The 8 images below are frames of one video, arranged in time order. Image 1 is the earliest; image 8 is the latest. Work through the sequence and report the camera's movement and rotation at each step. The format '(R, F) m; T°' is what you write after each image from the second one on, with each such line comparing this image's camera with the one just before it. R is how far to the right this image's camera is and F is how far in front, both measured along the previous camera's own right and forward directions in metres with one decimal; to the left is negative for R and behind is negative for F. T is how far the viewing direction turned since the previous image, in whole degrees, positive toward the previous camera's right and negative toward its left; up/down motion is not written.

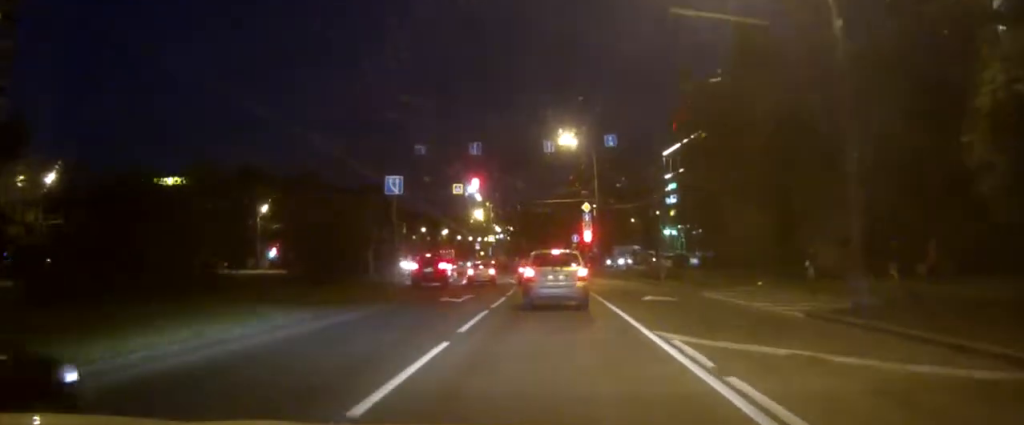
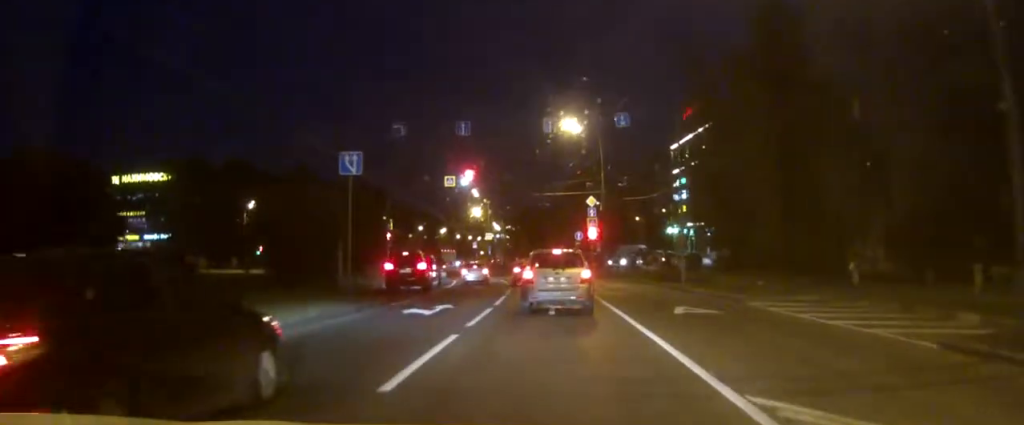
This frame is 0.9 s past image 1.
(0.0, +7.0) m; 0°
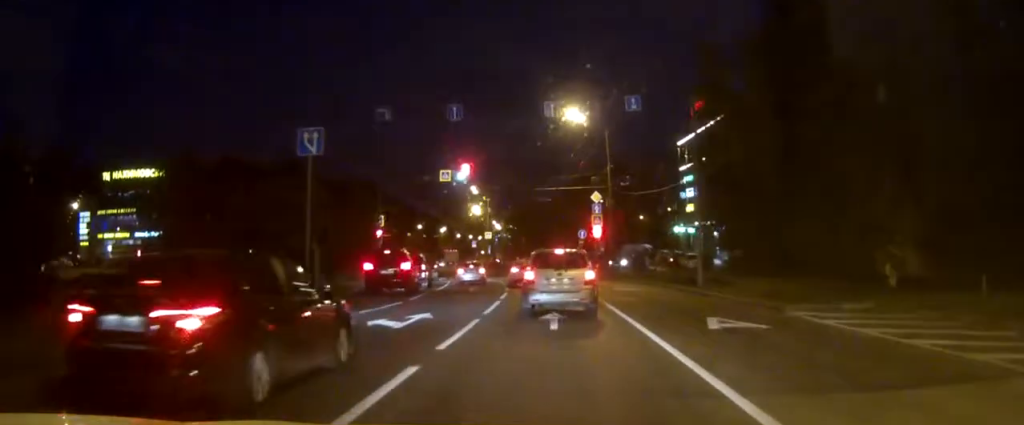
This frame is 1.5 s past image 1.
(0.0, +4.5) m; 0°
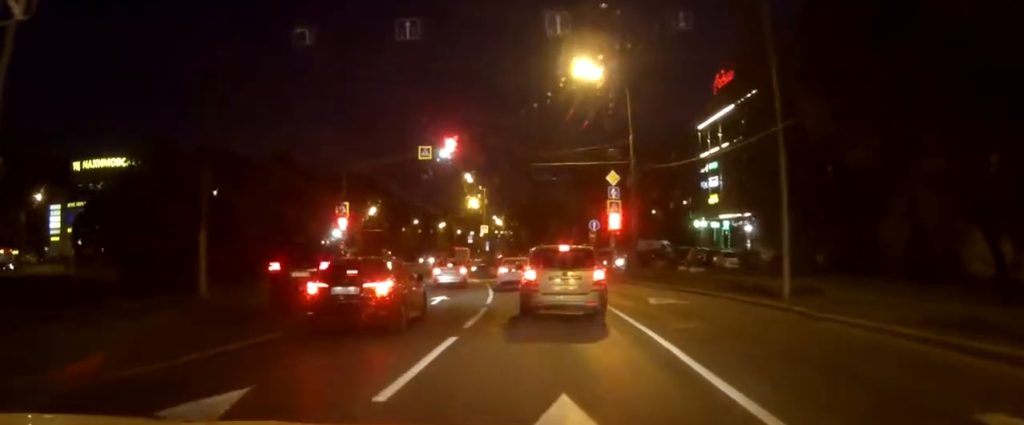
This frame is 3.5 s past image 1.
(+0.1, +13.2) m; +1°
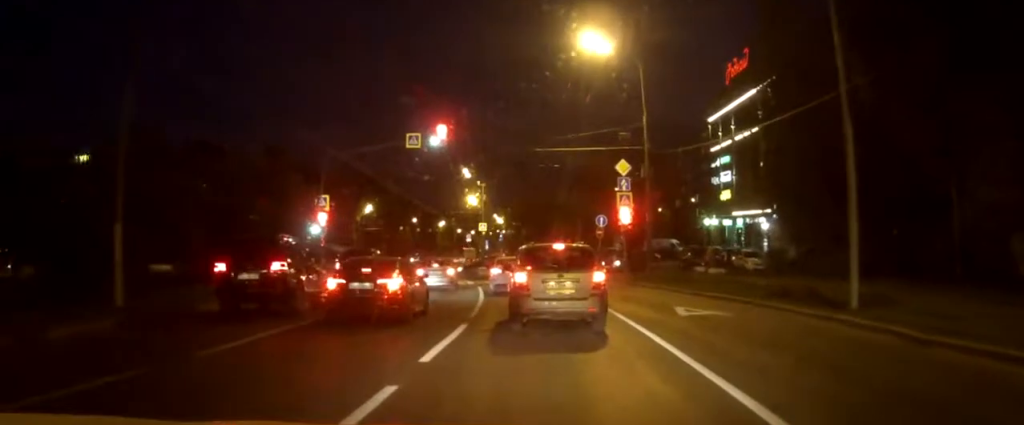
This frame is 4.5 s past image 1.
(0.0, +5.4) m; 0°
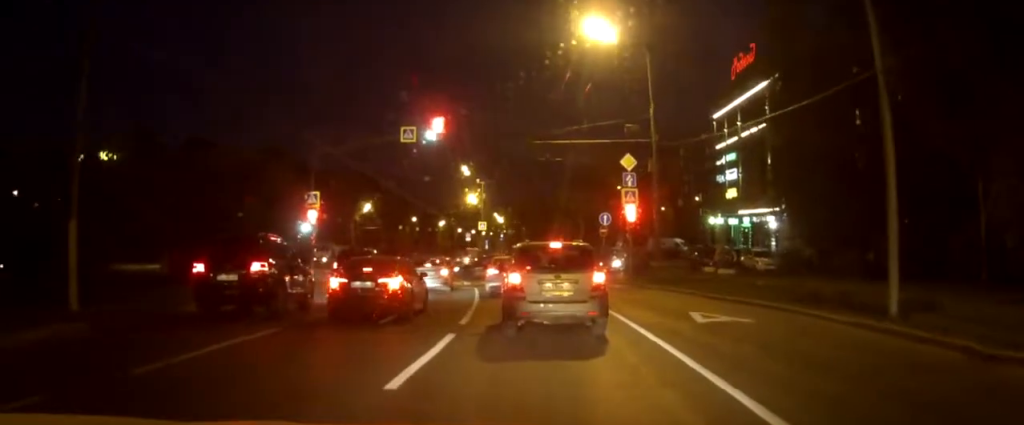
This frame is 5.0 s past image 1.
(0.0, +2.3) m; 0°
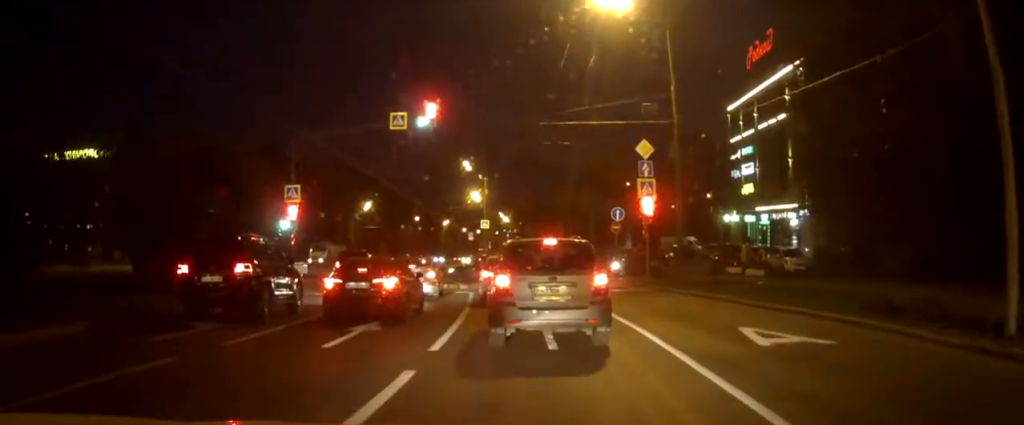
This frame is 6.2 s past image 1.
(0.0, +5.2) m; +1°
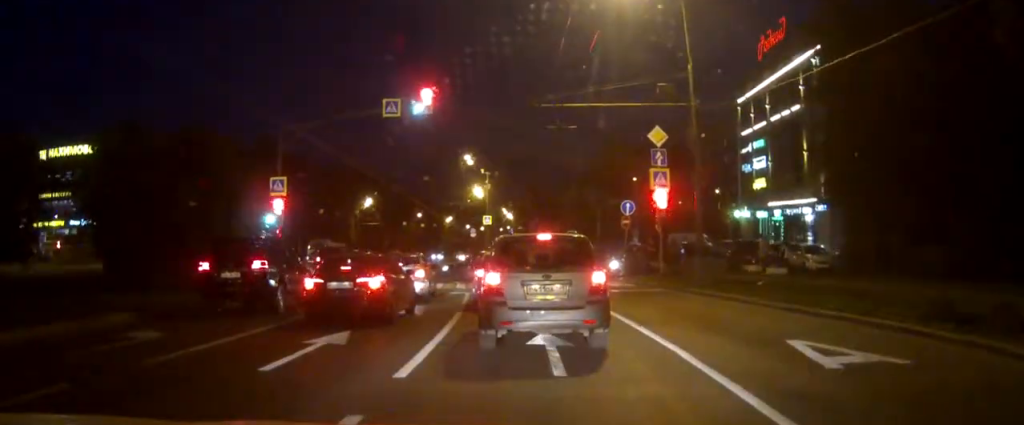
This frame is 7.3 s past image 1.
(+0.1, +3.4) m; +1°
